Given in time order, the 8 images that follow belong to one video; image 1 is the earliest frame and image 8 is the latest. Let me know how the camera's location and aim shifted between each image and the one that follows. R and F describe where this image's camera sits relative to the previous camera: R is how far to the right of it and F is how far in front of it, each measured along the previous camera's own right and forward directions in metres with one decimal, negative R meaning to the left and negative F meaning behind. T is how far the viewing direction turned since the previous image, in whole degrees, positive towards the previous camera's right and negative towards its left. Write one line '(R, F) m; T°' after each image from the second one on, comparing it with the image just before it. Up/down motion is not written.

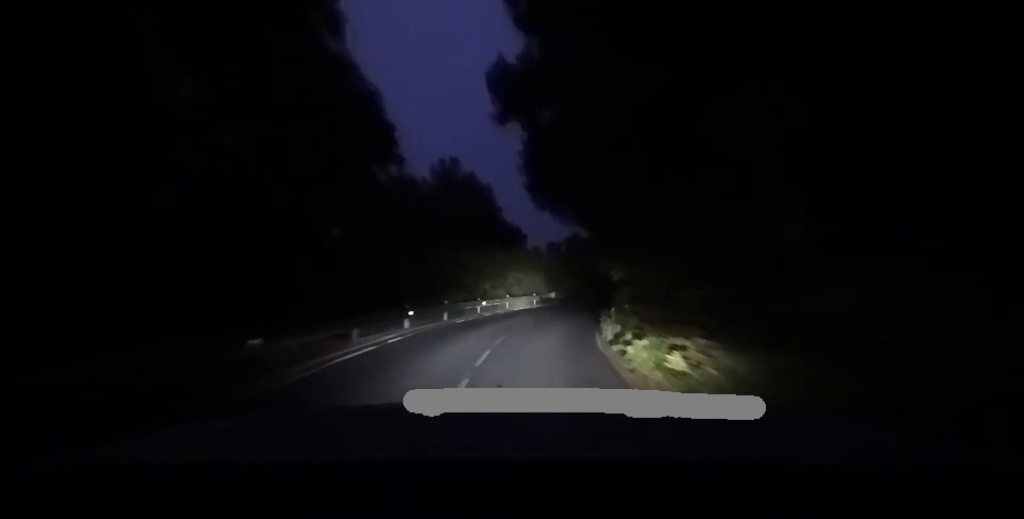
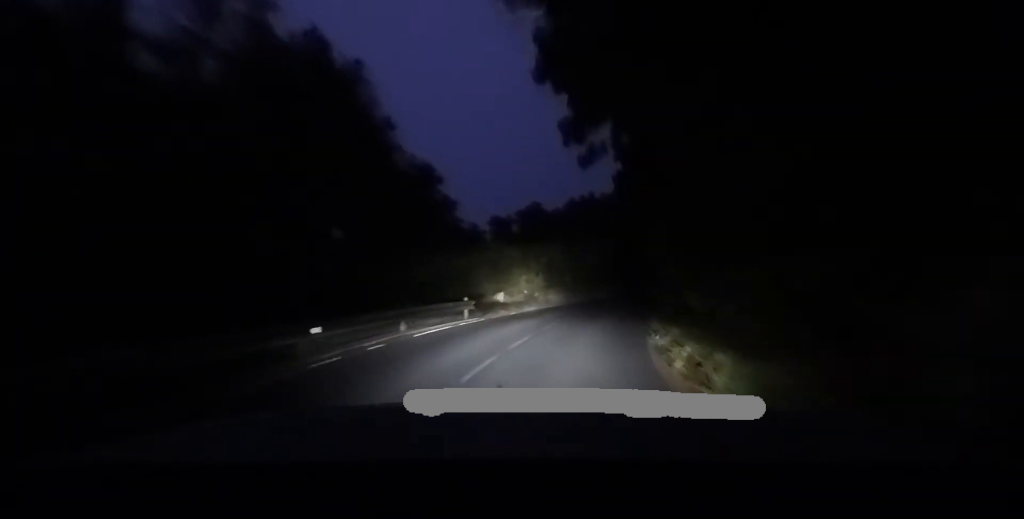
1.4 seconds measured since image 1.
(+1.1, +12.5) m; +13°
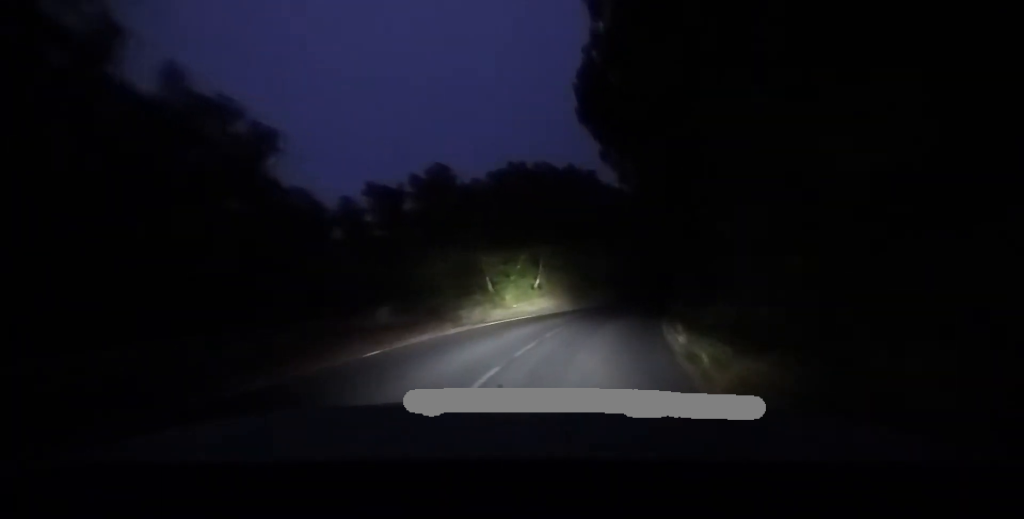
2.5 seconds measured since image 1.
(+0.8, +8.6) m; +11°
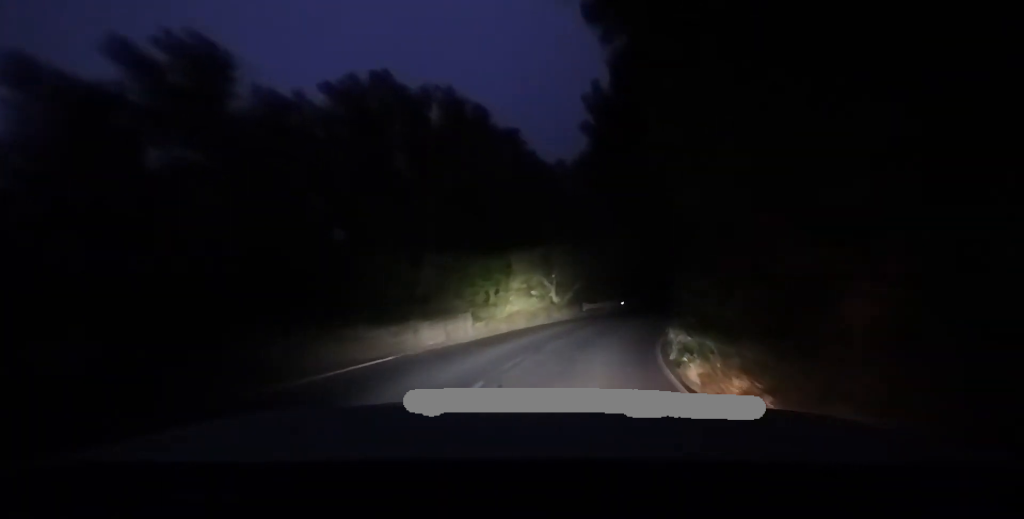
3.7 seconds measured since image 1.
(+1.1, +8.8) m; +16°
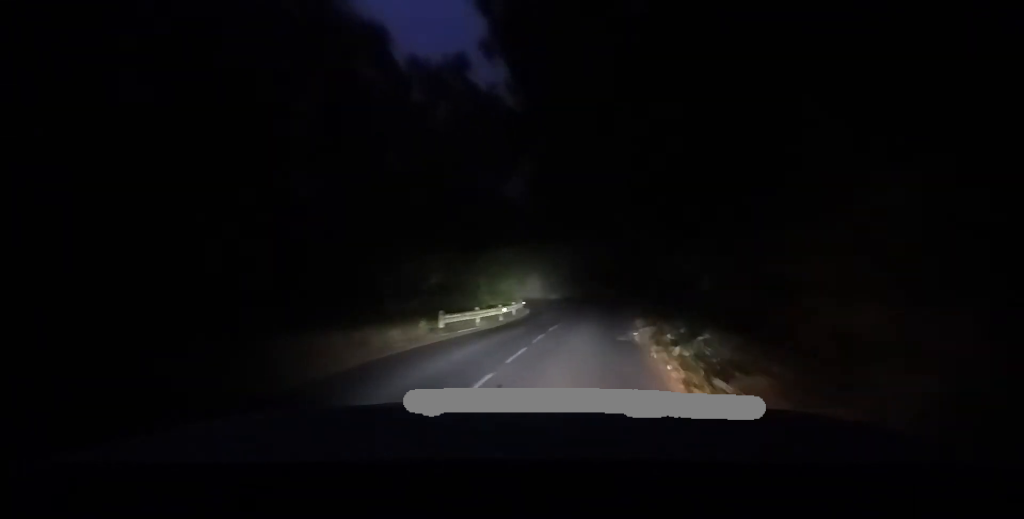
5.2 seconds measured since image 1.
(+1.9, +10.6) m; +17°
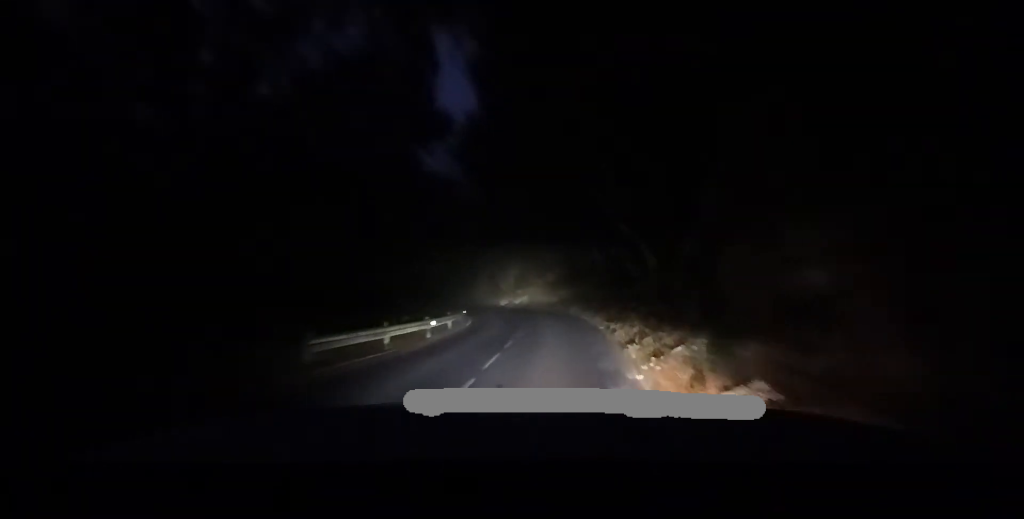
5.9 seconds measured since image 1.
(+0.4, +5.6) m; +4°
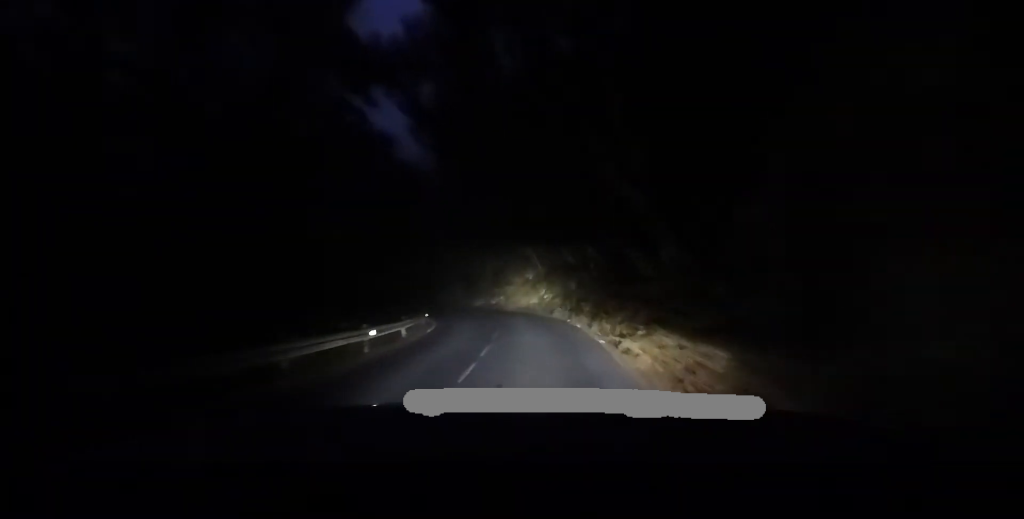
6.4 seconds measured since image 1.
(0.0, +4.3) m; -1°
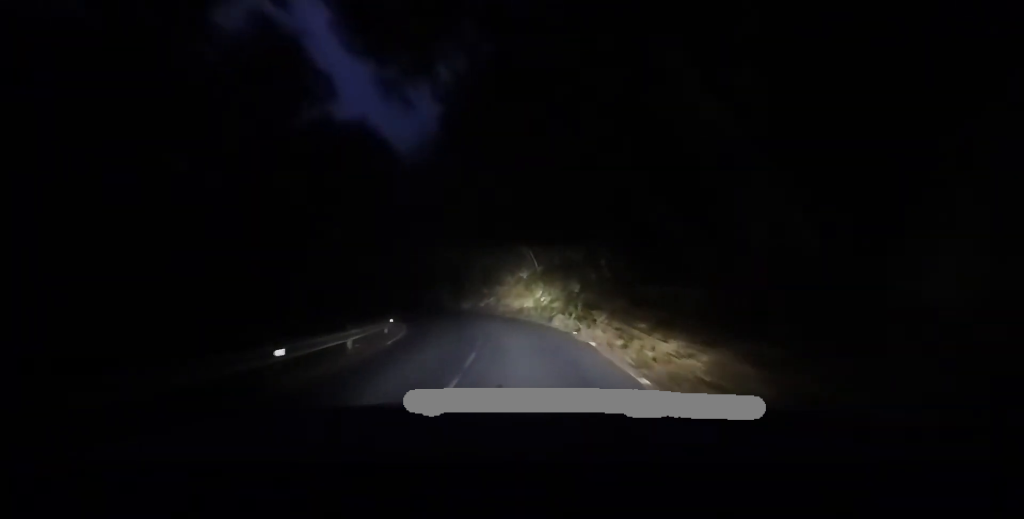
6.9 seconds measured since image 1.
(+0.1, +4.3) m; -2°
